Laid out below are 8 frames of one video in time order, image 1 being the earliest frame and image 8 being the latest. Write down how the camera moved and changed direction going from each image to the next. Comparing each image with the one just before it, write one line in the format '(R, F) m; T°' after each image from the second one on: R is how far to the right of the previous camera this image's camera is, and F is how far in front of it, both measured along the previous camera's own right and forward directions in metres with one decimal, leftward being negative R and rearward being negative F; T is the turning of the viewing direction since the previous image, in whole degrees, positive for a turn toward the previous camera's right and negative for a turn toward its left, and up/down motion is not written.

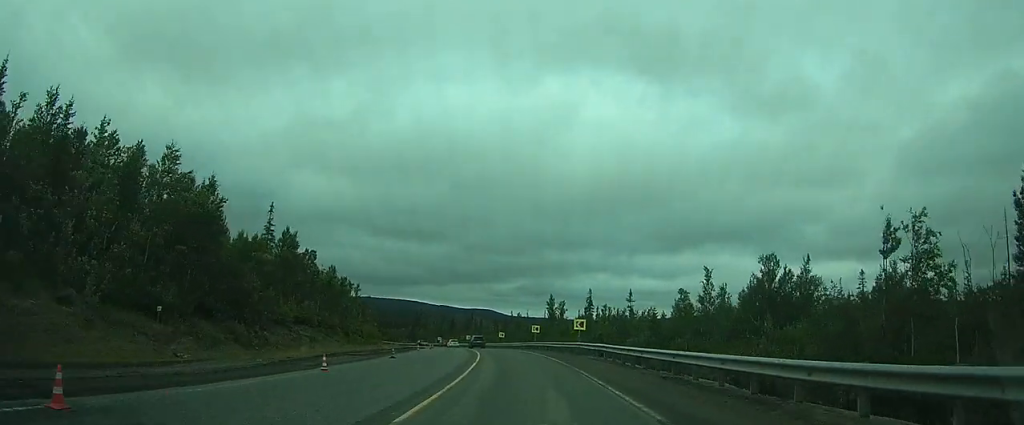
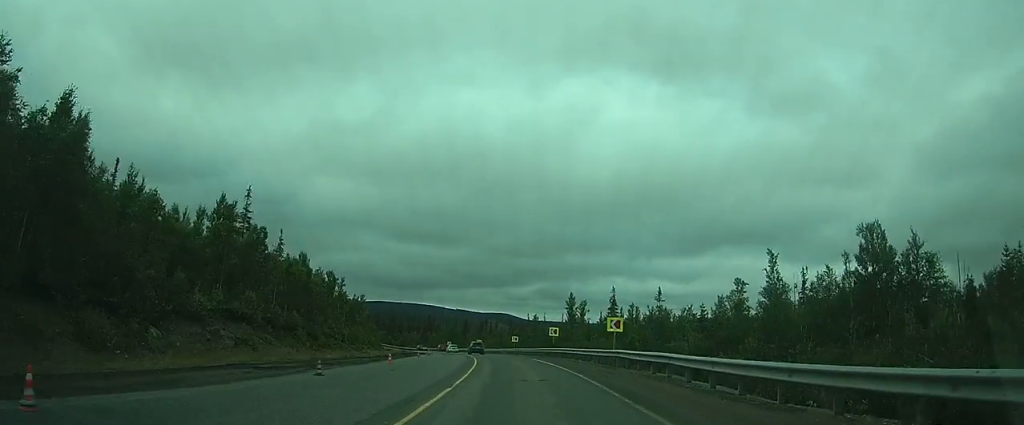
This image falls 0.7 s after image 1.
(-0.1, +9.5) m; -2°
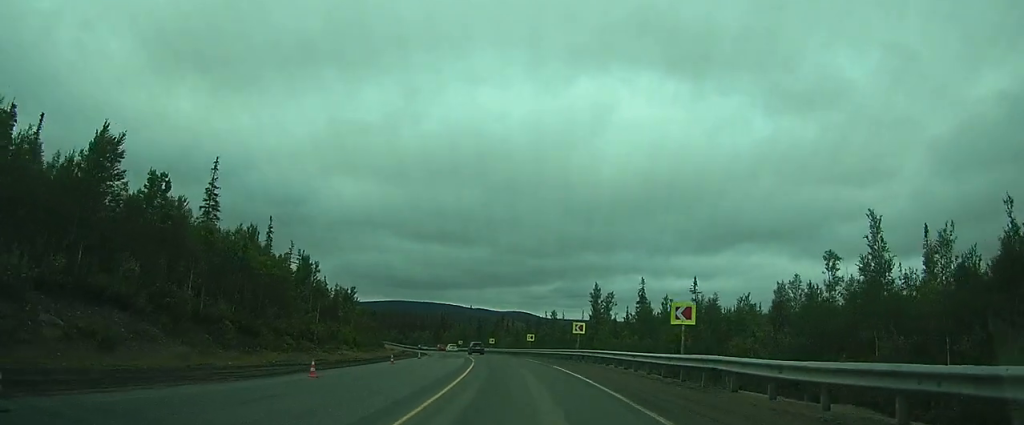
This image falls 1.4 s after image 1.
(0.0, +9.8) m; -3°
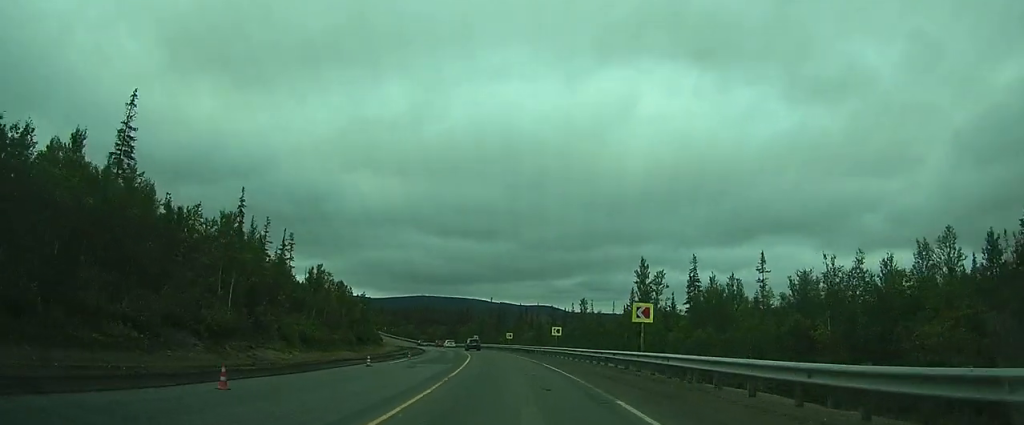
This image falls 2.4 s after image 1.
(-0.7, +15.0) m; -3°
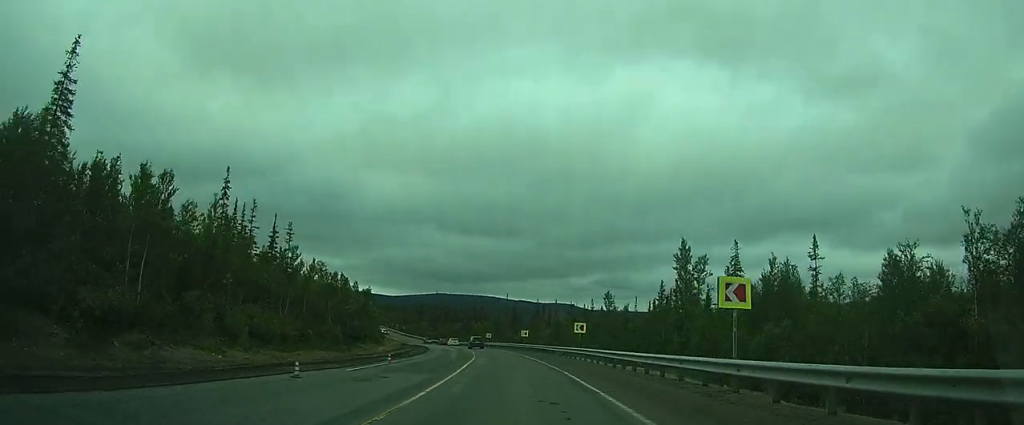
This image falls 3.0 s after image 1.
(0.0, +8.1) m; -2°
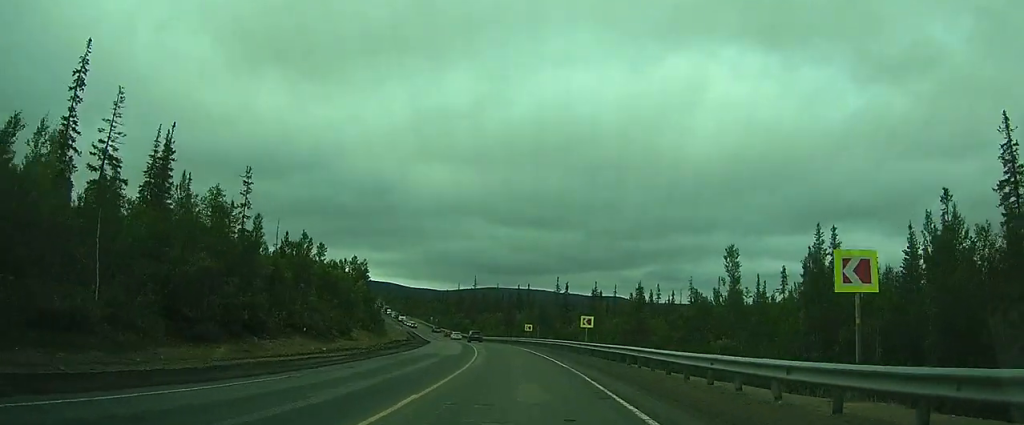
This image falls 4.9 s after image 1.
(-2.5, +31.3) m; -6°
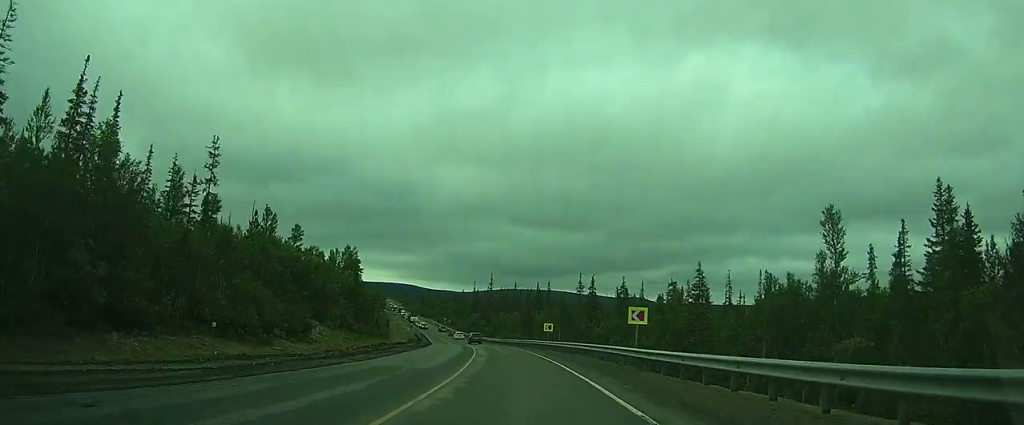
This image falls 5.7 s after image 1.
(+0.1, +13.2) m; +1°
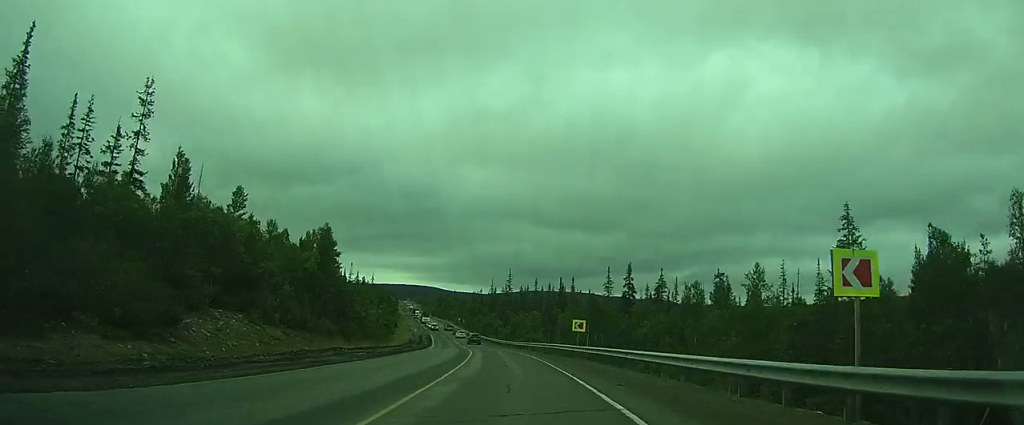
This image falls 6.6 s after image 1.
(+0.1, +17.0) m; -1°
